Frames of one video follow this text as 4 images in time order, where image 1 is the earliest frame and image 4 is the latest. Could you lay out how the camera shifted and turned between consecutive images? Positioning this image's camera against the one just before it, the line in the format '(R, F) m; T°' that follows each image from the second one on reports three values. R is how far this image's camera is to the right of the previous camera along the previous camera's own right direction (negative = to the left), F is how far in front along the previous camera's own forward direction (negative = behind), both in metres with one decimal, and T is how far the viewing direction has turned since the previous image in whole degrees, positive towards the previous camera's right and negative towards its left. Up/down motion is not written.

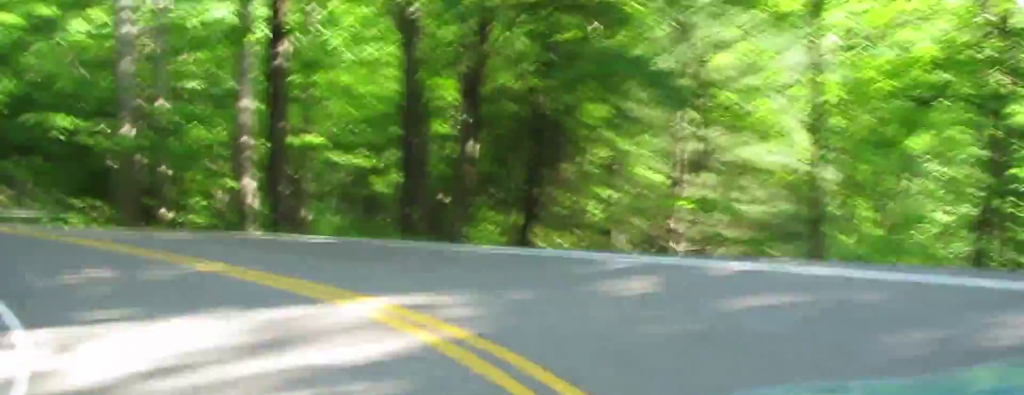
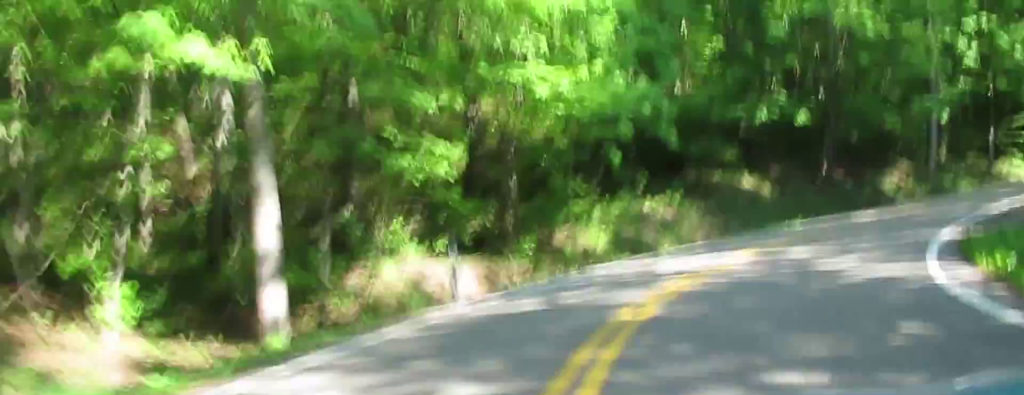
(+21.3, +45.8) m; +59°
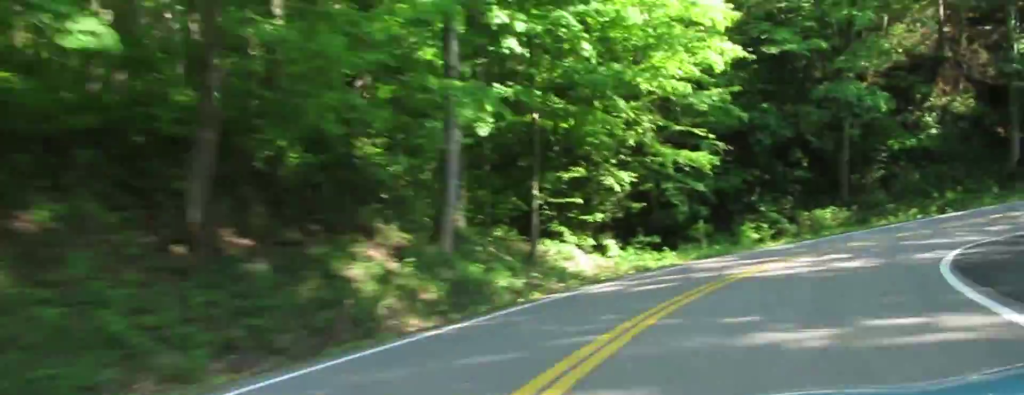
(+12.3, +21.4) m; +29°
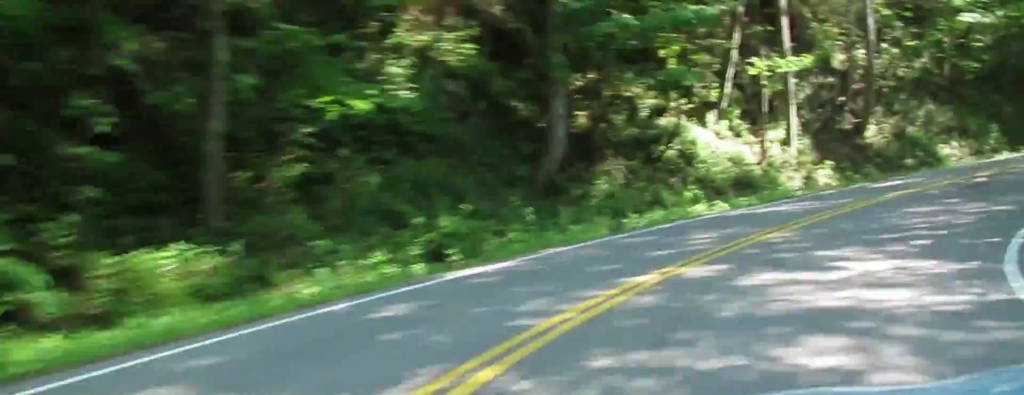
(-2.4, +22.4) m; -17°
